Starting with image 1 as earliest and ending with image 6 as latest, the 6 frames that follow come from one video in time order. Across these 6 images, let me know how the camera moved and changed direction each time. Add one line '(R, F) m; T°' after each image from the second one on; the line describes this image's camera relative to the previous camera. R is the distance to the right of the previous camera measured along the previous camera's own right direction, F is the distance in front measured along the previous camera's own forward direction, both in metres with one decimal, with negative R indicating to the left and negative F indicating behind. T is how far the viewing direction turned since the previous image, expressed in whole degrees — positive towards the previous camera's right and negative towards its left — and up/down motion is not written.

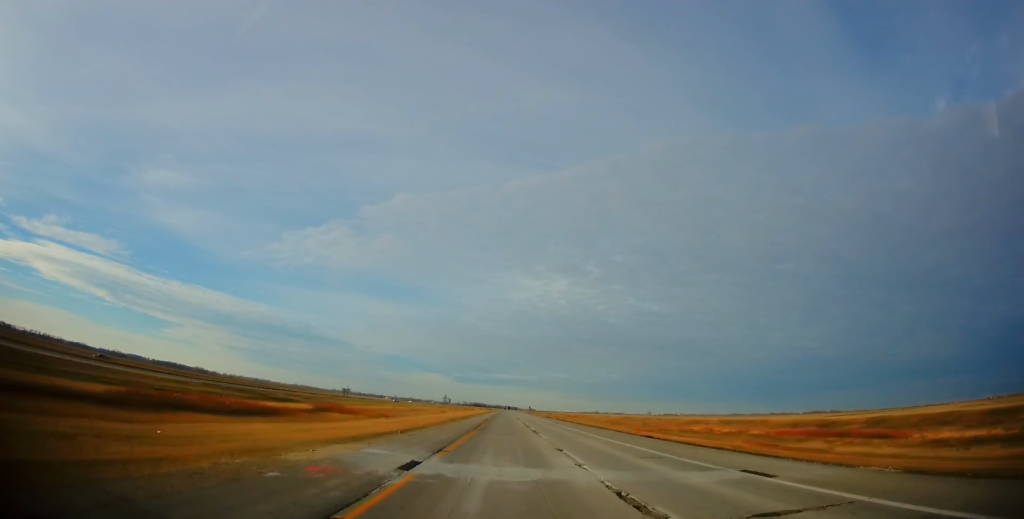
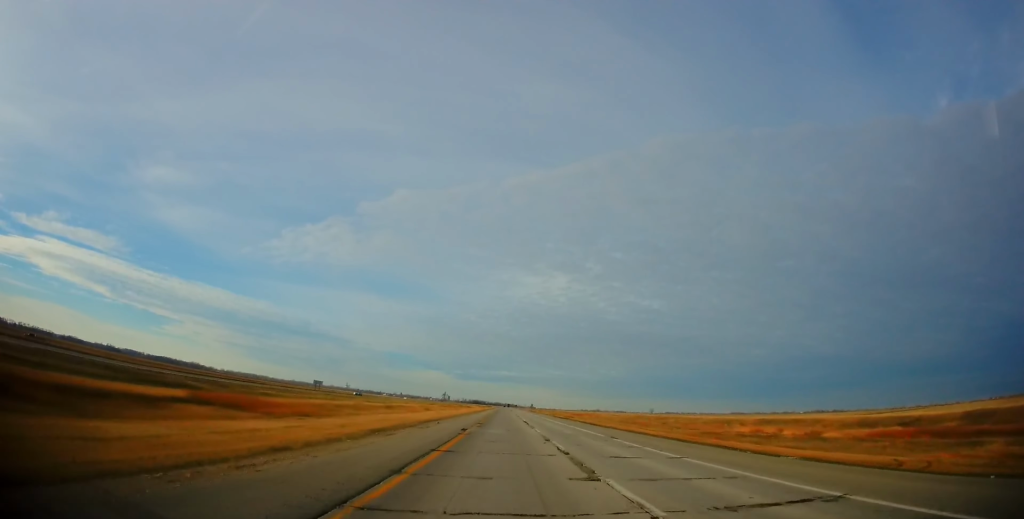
(0.0, +32.5) m; 0°
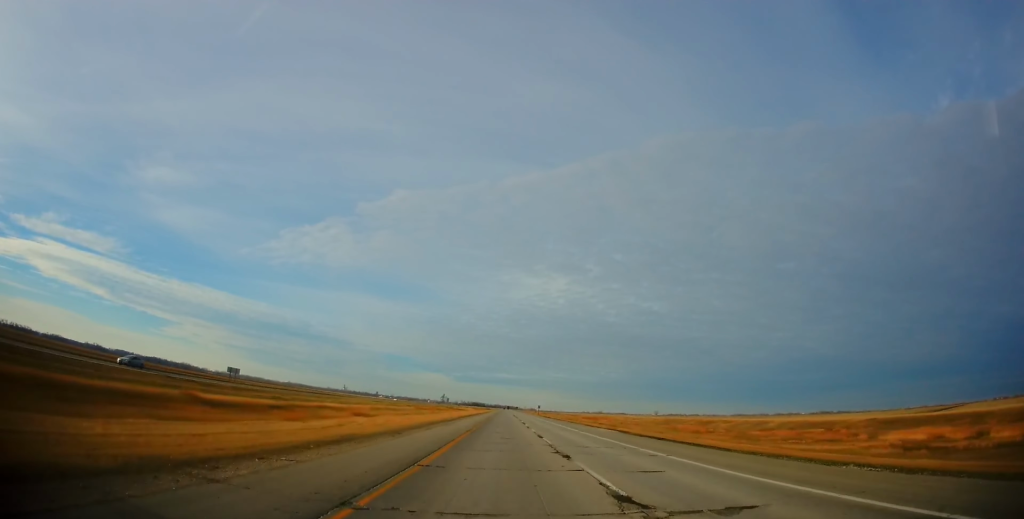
(-0.4, +58.3) m; 0°
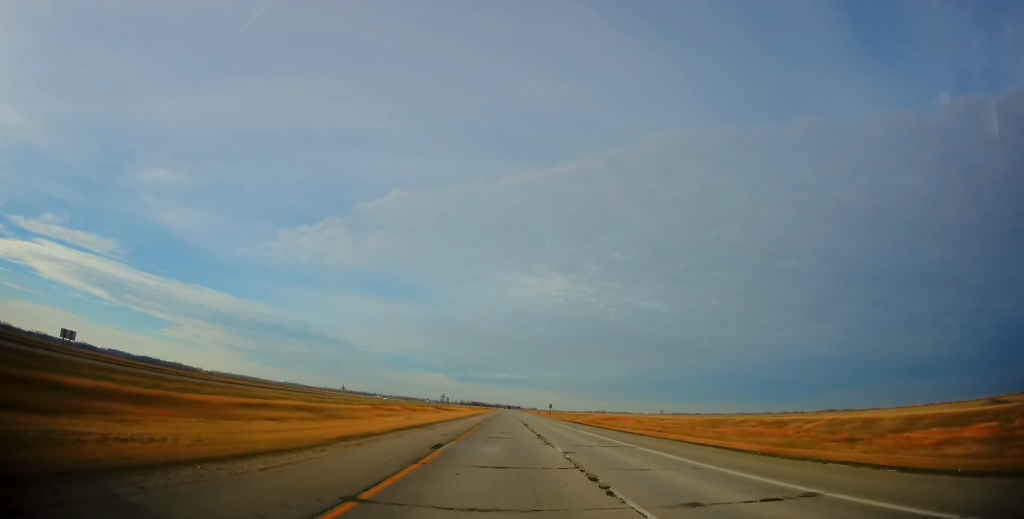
(+0.4, +54.4) m; 0°
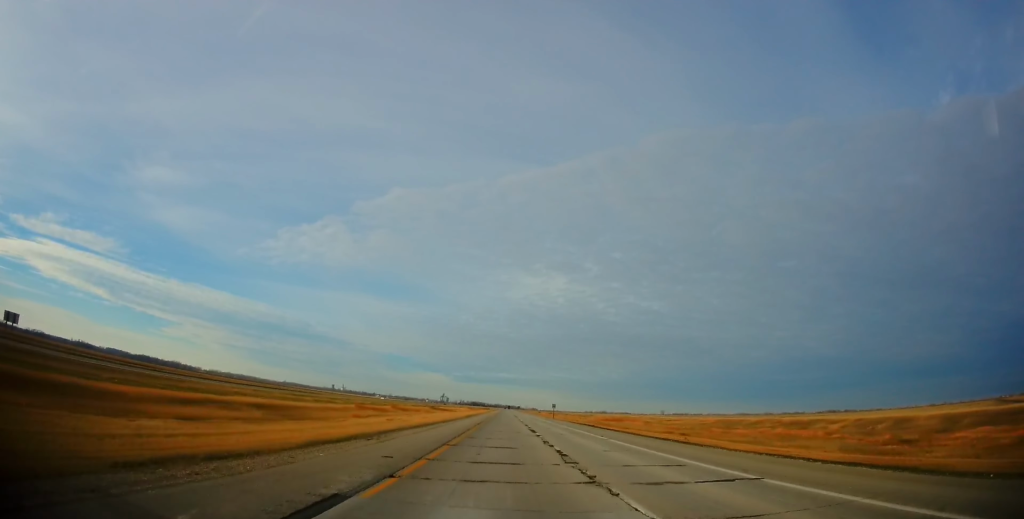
(-0.2, +11.7) m; 0°
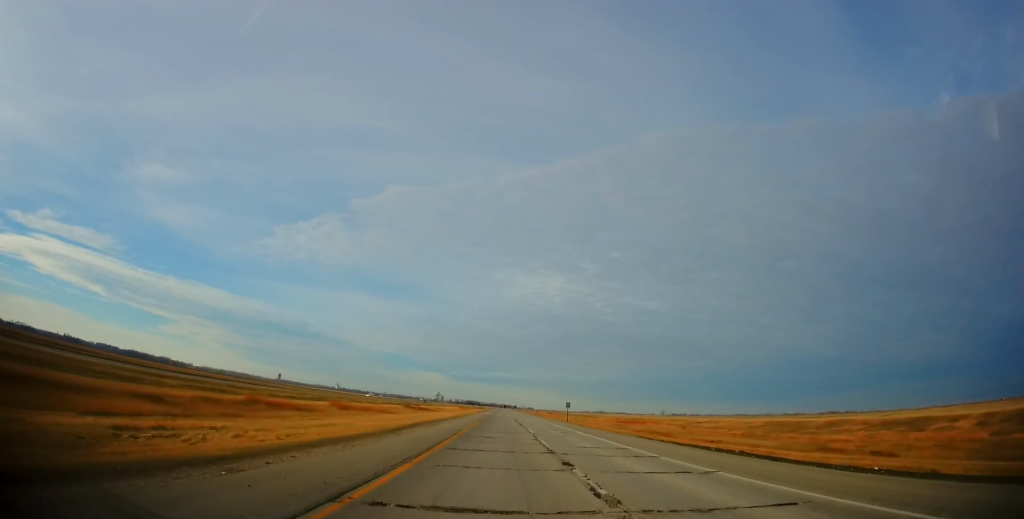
(0.0, +43.1) m; 0°
